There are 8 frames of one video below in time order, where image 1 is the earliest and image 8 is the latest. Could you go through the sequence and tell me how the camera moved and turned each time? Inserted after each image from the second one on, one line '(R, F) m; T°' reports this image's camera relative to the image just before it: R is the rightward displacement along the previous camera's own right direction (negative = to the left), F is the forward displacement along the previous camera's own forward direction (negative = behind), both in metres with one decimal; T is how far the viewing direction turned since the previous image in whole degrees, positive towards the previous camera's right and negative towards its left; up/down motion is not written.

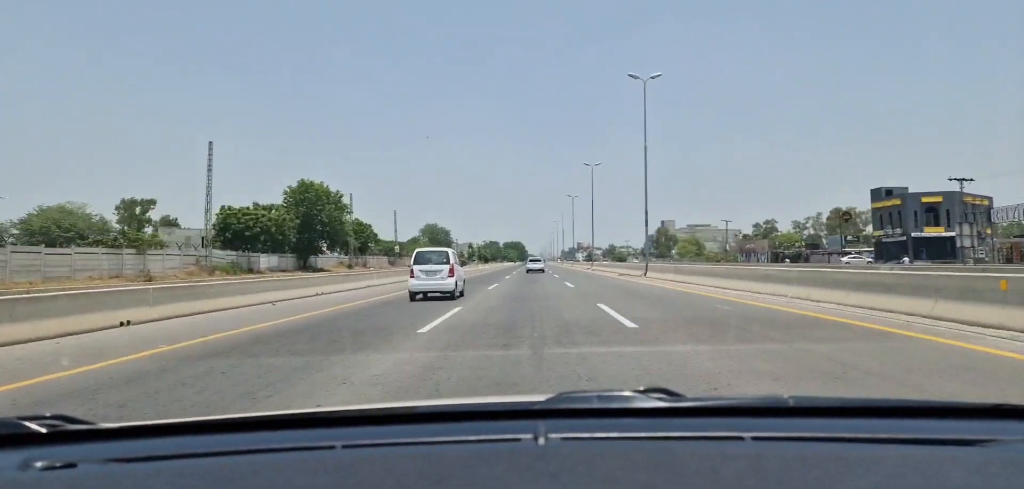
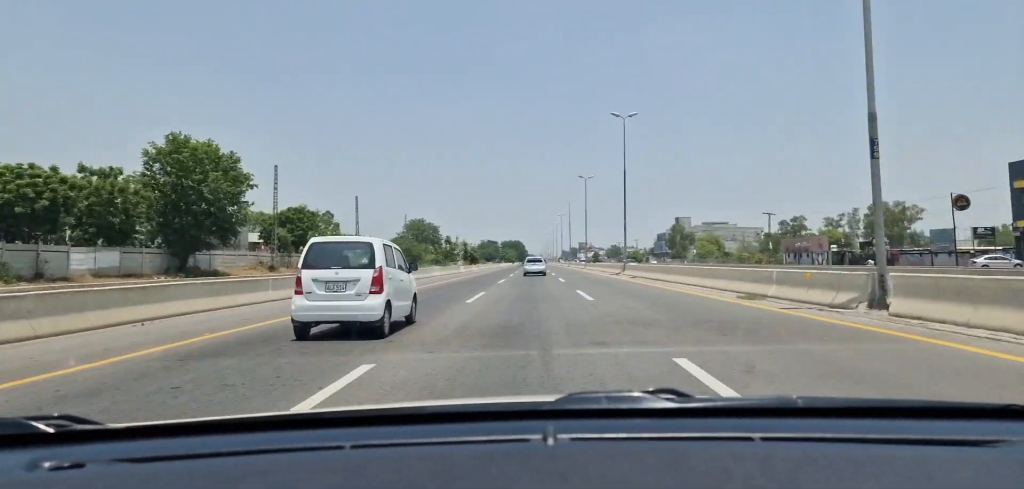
(+0.3, +27.0) m; +1°
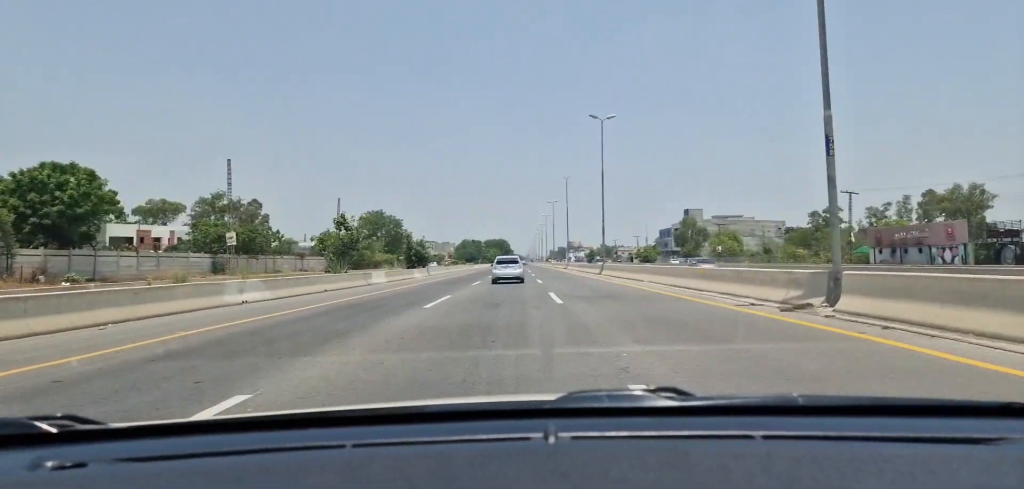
(+0.3, +38.6) m; +1°
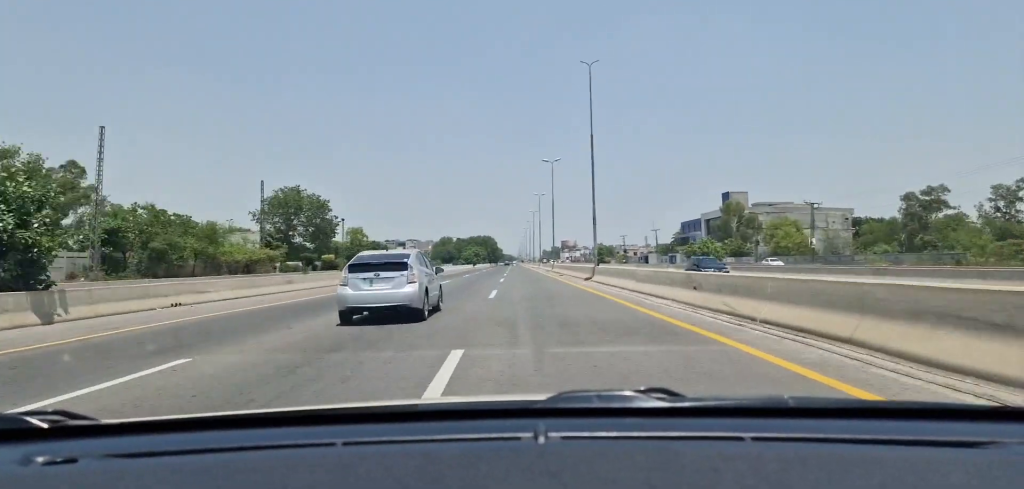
(+0.6, +52.2) m; 0°
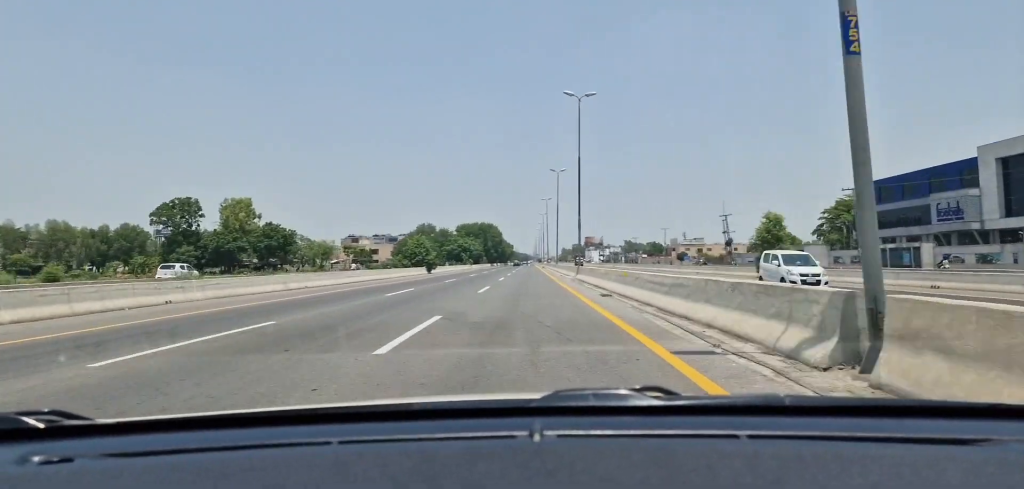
(-2.2, +105.9) m; -2°
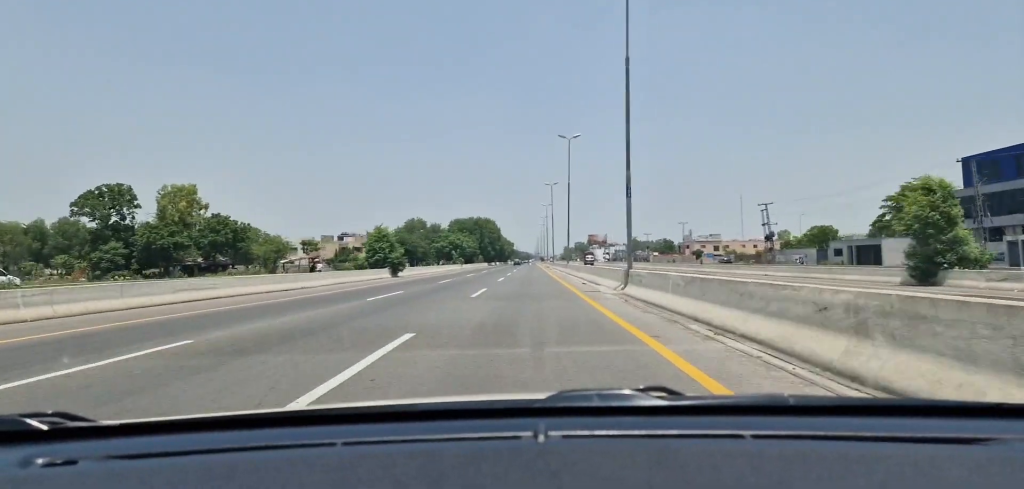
(-0.2, +21.2) m; 0°
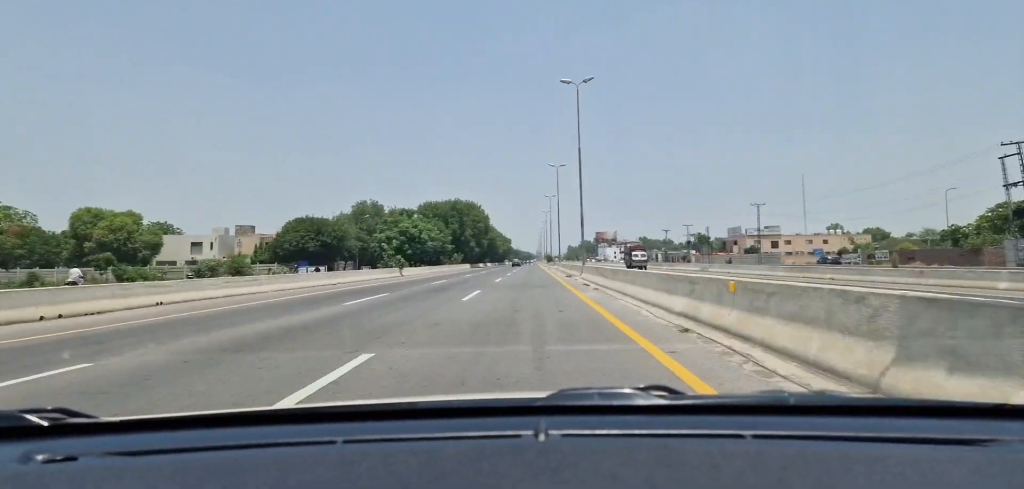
(+0.2, +56.0) m; 0°
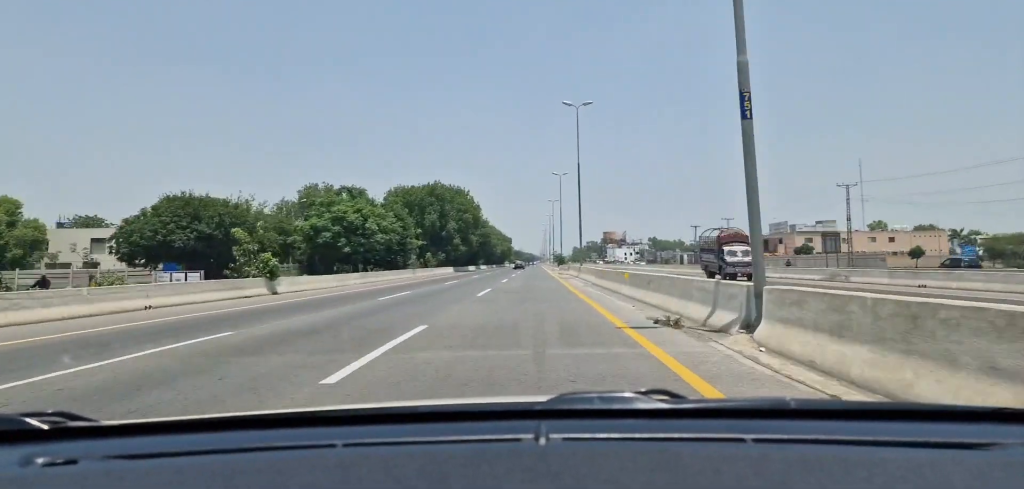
(0.0, +33.4) m; 0°
